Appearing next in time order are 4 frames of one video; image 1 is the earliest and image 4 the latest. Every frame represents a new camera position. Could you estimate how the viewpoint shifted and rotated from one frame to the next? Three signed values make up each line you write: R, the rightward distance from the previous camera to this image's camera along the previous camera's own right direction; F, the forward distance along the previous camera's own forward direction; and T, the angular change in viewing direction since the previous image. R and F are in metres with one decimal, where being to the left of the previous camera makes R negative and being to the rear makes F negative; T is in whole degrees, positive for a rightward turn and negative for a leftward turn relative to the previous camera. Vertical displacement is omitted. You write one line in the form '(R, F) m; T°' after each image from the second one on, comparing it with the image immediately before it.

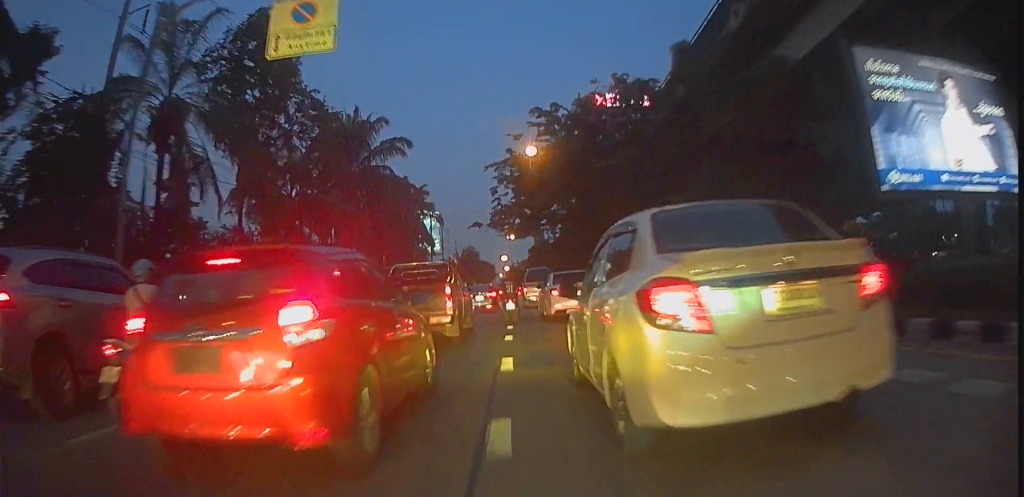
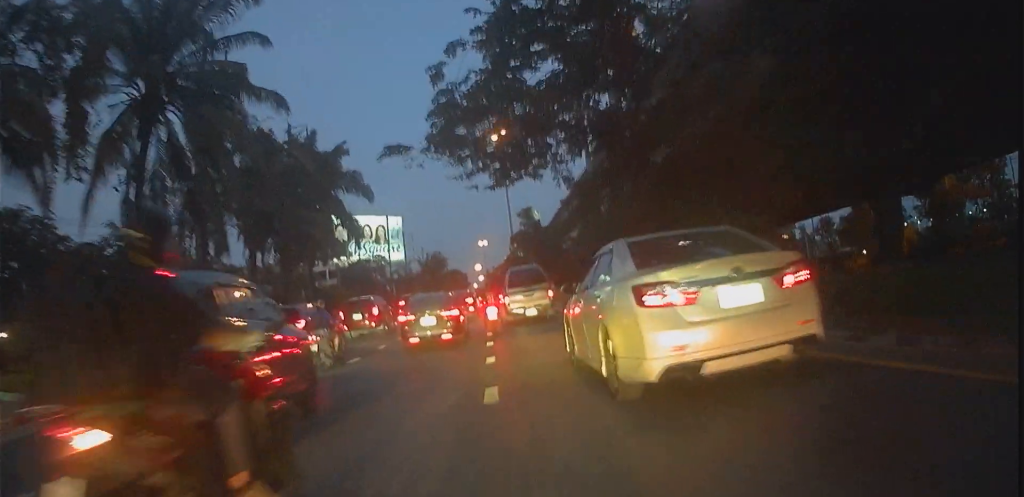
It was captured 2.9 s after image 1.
(+0.1, +22.0) m; -4°
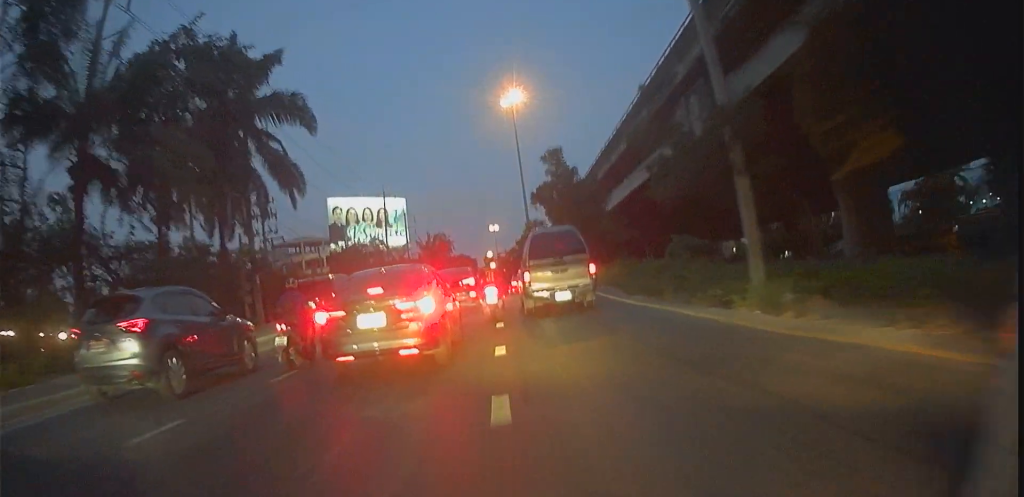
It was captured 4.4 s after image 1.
(+0.5, +12.5) m; +1°
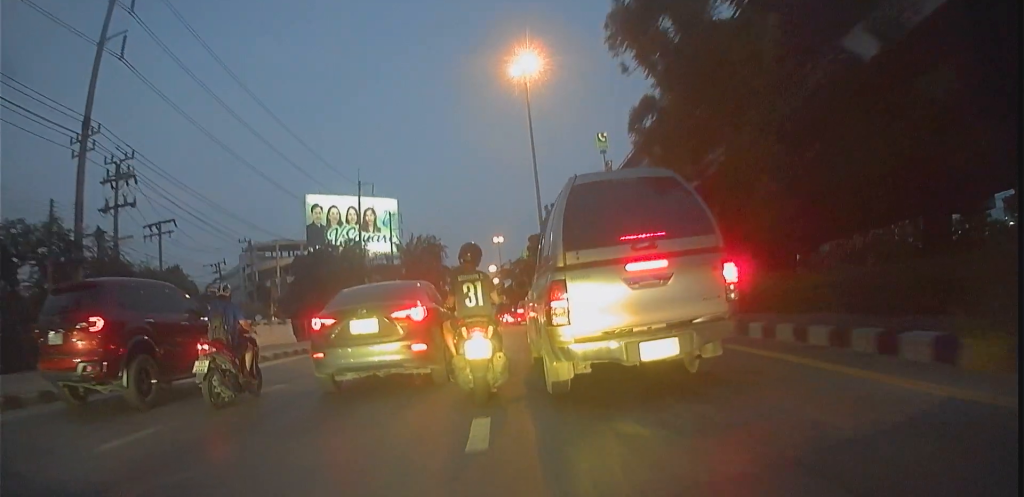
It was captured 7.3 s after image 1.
(-1.3, +21.0) m; -4°
